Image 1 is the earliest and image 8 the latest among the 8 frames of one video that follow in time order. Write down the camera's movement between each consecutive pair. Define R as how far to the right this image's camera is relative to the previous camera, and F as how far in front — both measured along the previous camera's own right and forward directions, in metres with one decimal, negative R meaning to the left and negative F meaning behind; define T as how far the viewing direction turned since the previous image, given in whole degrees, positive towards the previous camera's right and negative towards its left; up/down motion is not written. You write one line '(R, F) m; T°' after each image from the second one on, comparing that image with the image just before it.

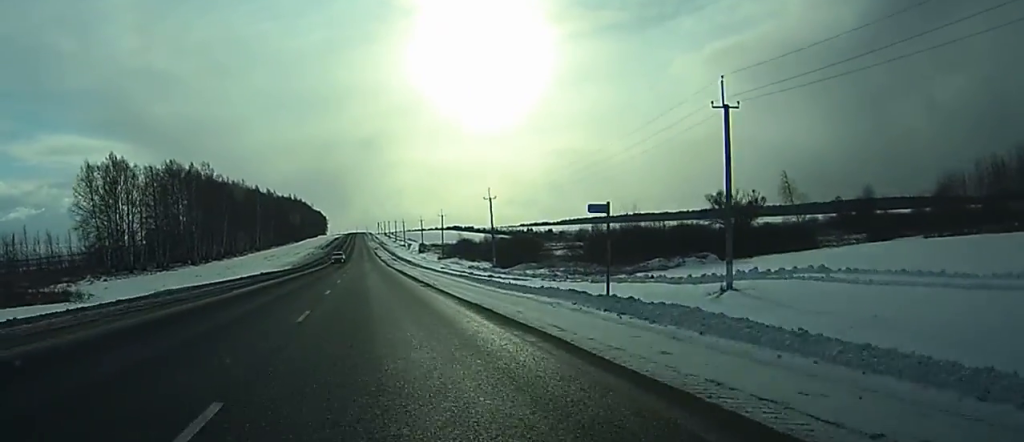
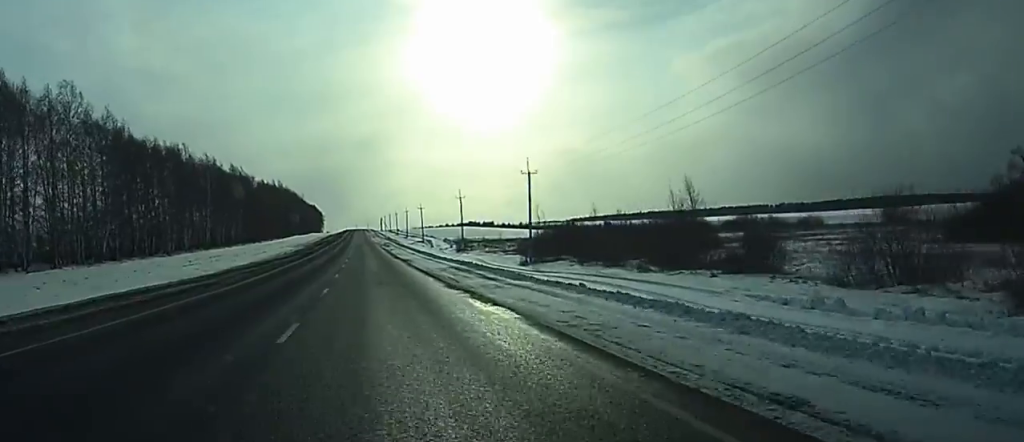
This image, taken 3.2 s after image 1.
(-0.5, +88.6) m; 0°
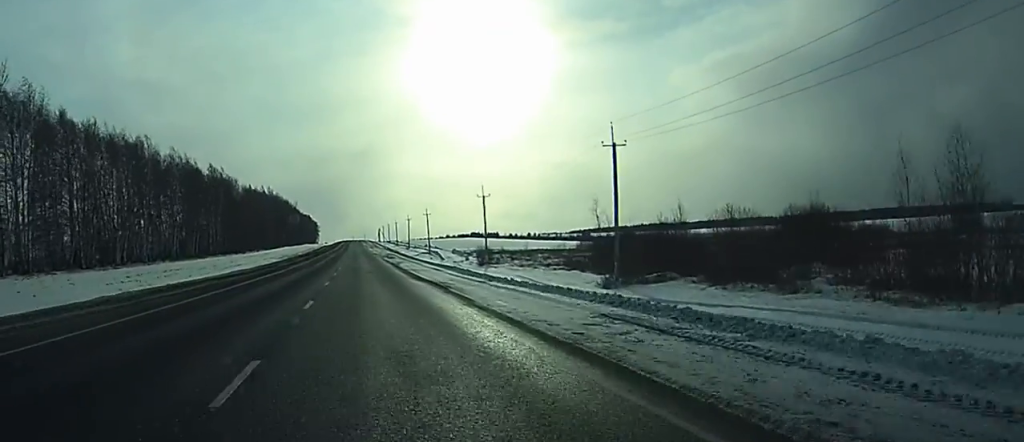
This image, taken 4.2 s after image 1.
(+0.1, +29.0) m; 0°
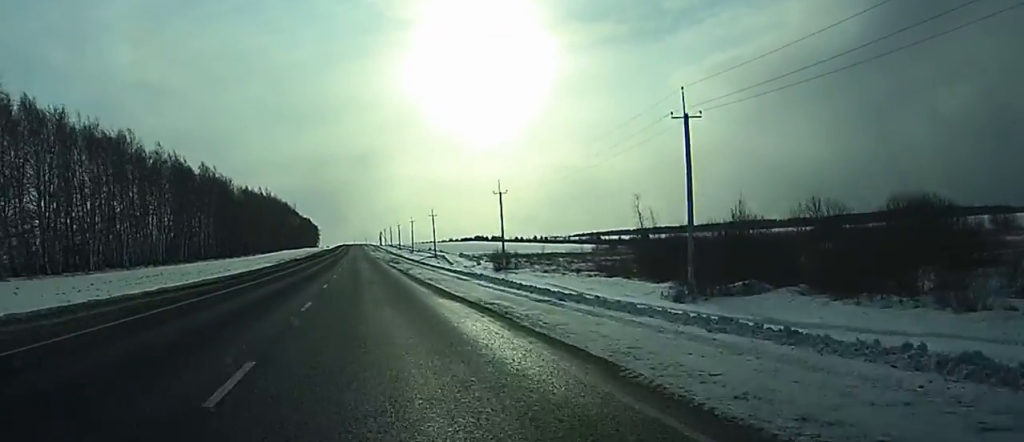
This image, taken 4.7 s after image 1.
(0.0, +12.2) m; 0°
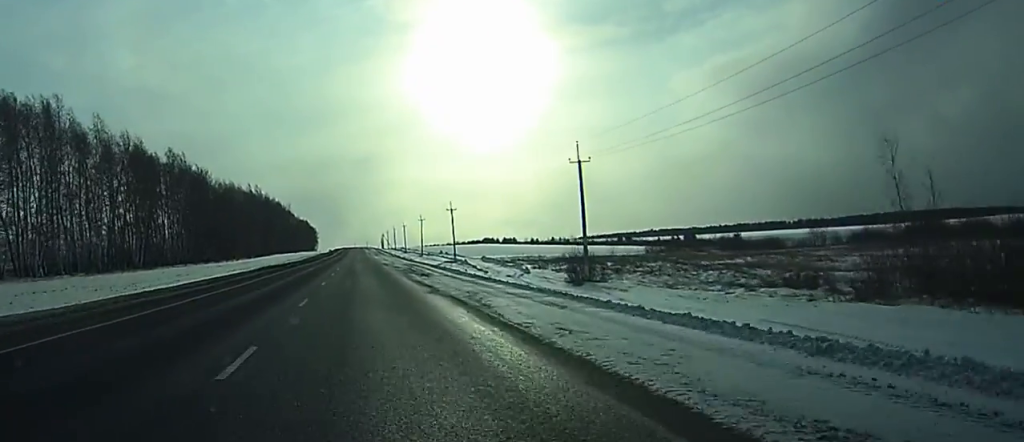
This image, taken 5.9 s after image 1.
(+0.1, +34.6) m; 0°
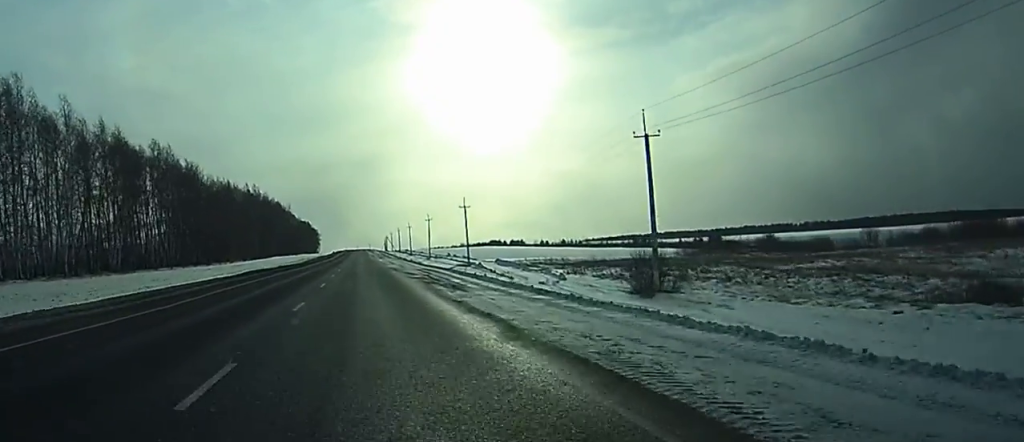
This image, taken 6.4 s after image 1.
(+0.1, +14.0) m; 0°
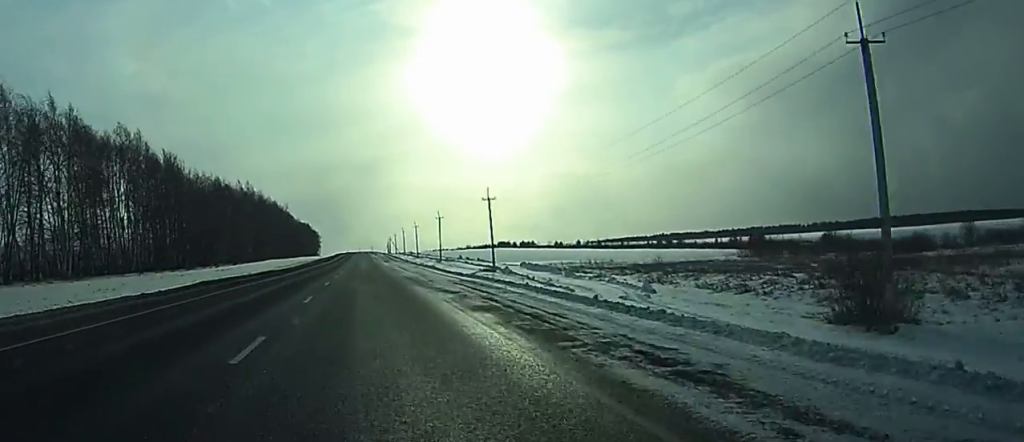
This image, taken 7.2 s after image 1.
(0.0, +21.5) m; 0°
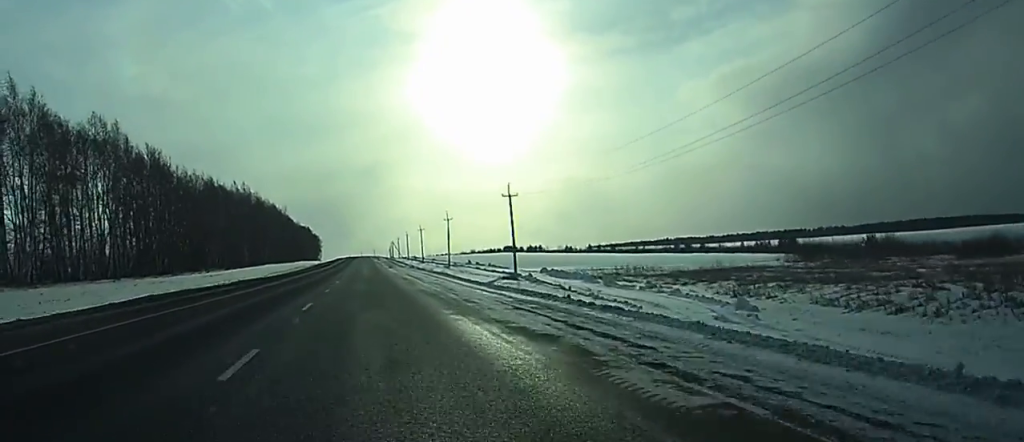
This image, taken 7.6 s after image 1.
(0.0, +13.1) m; 0°
